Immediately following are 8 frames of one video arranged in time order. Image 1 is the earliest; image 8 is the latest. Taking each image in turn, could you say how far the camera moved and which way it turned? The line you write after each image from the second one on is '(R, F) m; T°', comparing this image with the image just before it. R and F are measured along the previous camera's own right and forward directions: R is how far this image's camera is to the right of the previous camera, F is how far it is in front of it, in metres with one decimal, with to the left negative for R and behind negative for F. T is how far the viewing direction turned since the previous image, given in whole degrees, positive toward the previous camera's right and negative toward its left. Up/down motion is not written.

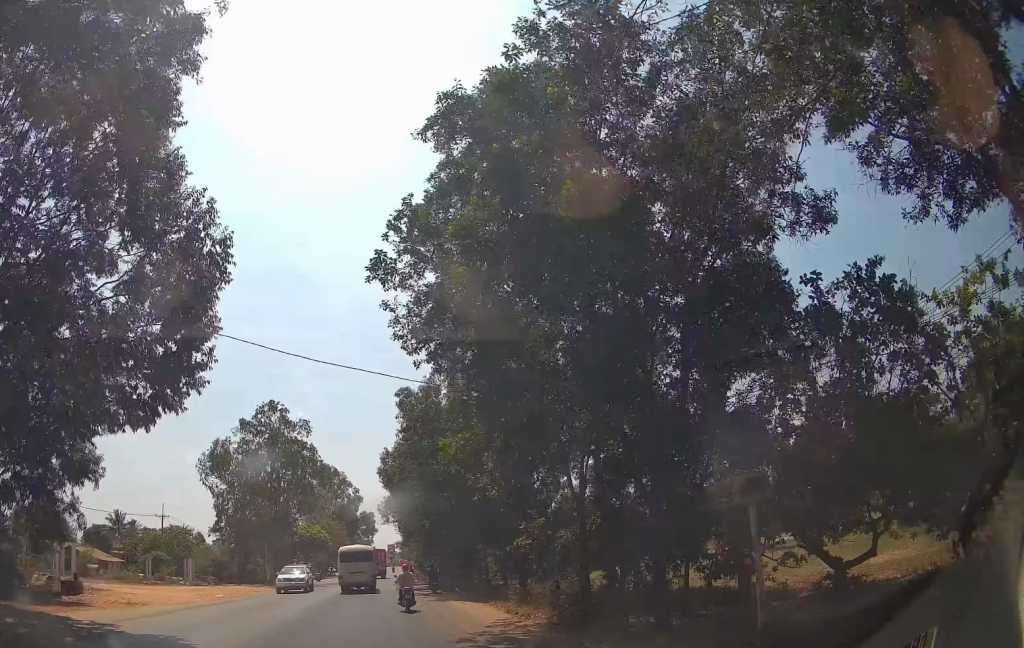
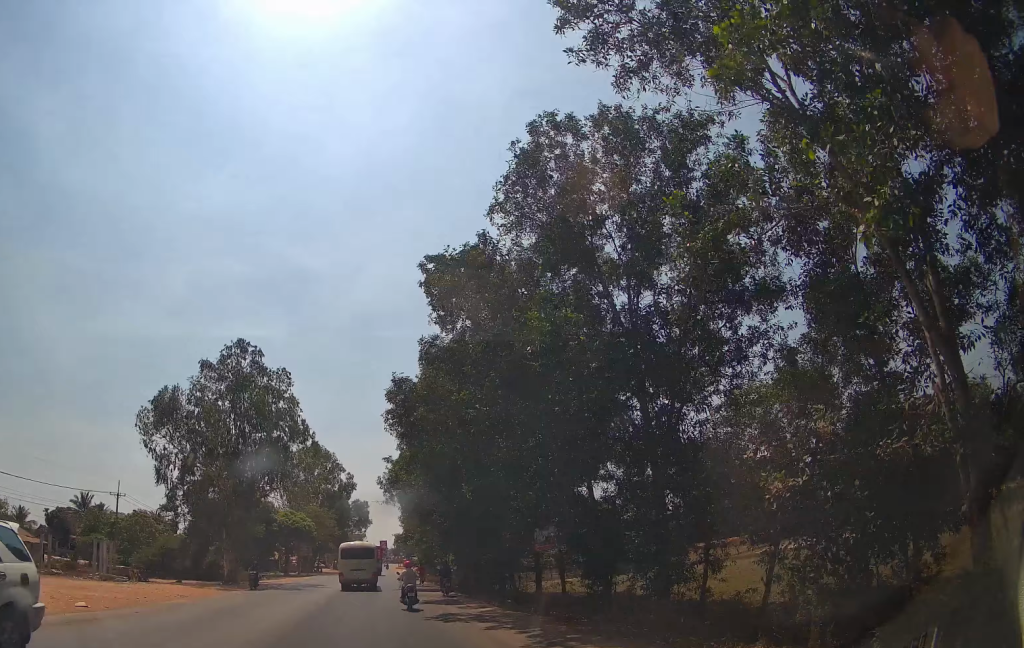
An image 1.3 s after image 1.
(0.0, +13.2) m; 0°
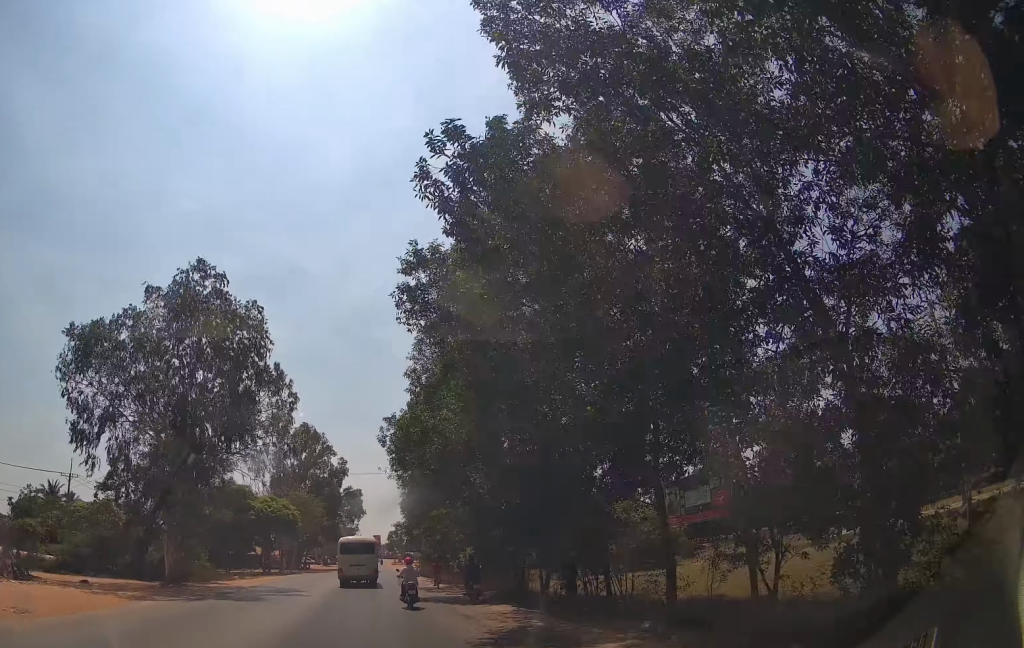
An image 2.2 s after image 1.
(+0.1, +10.7) m; +1°
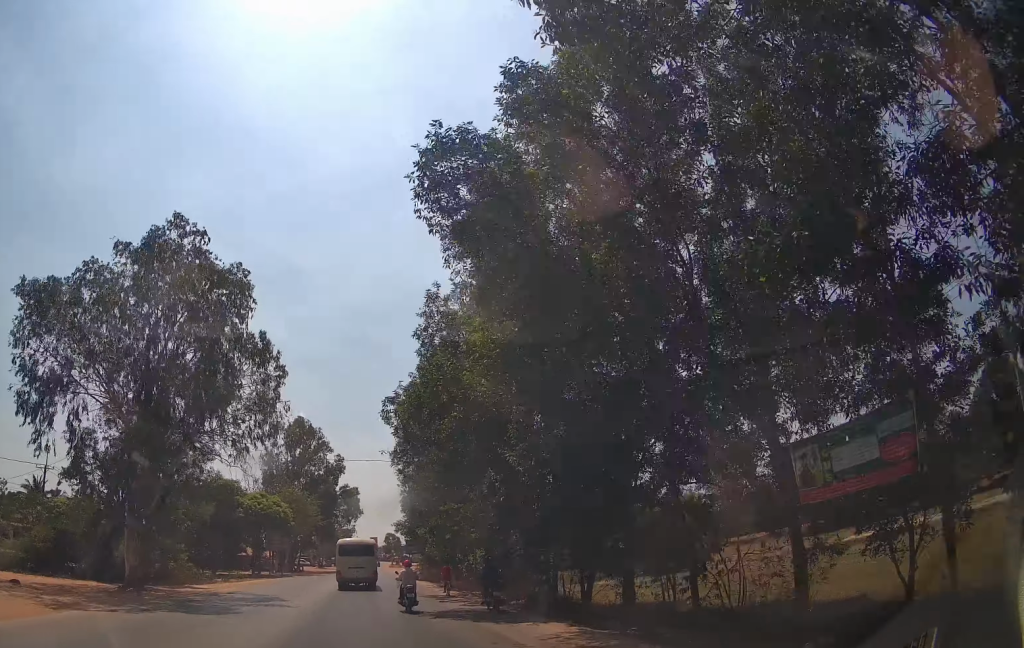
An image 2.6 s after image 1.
(0.0, +4.8) m; 0°
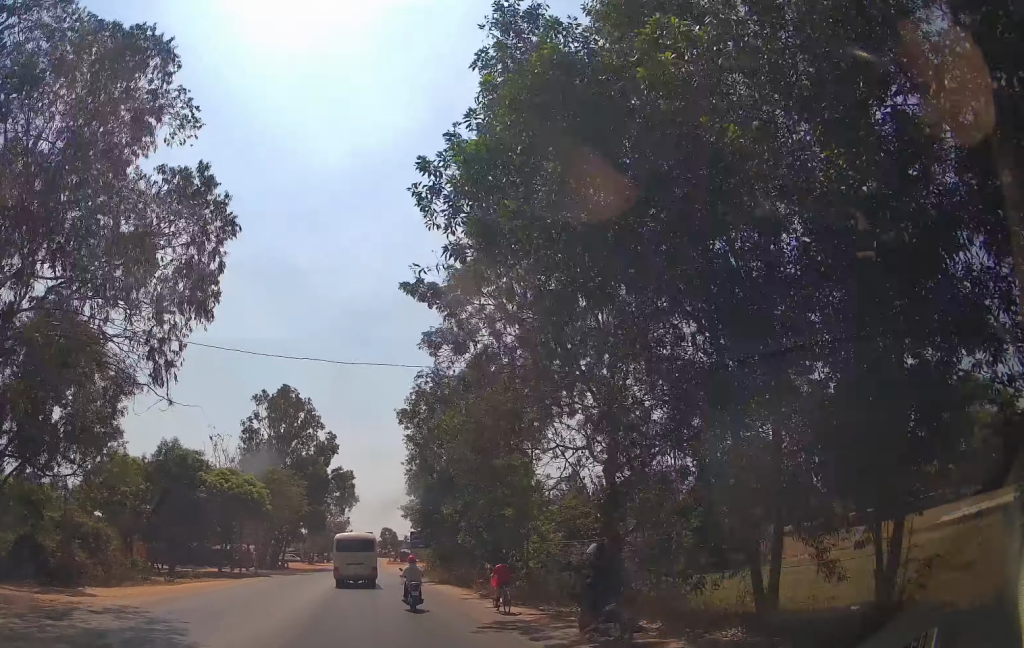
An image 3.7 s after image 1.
(+0.1, +13.1) m; +1°
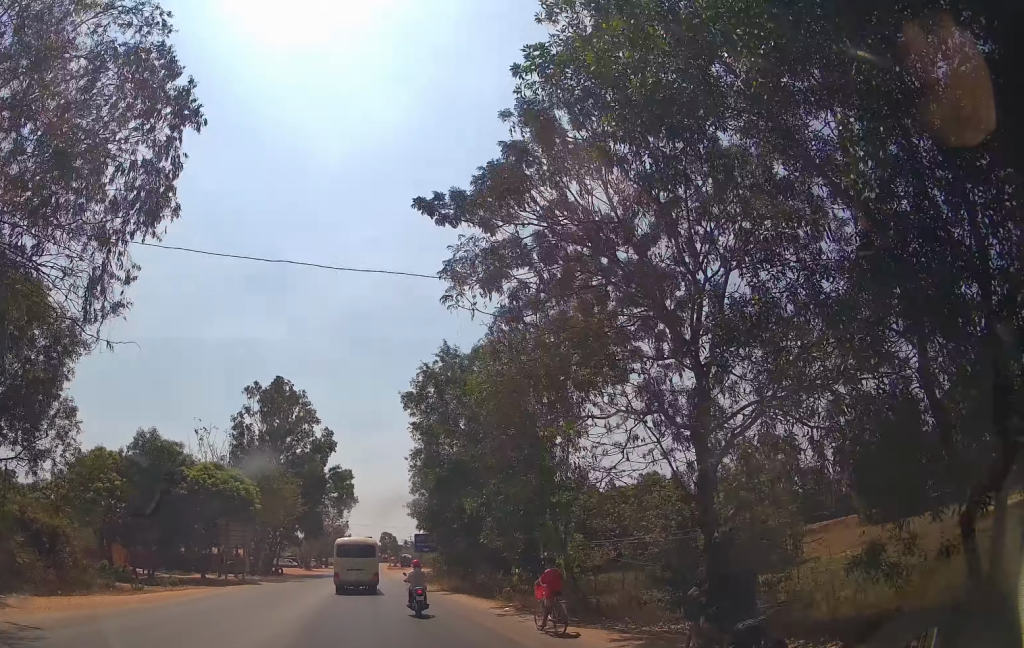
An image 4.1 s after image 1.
(0.0, +5.8) m; 0°
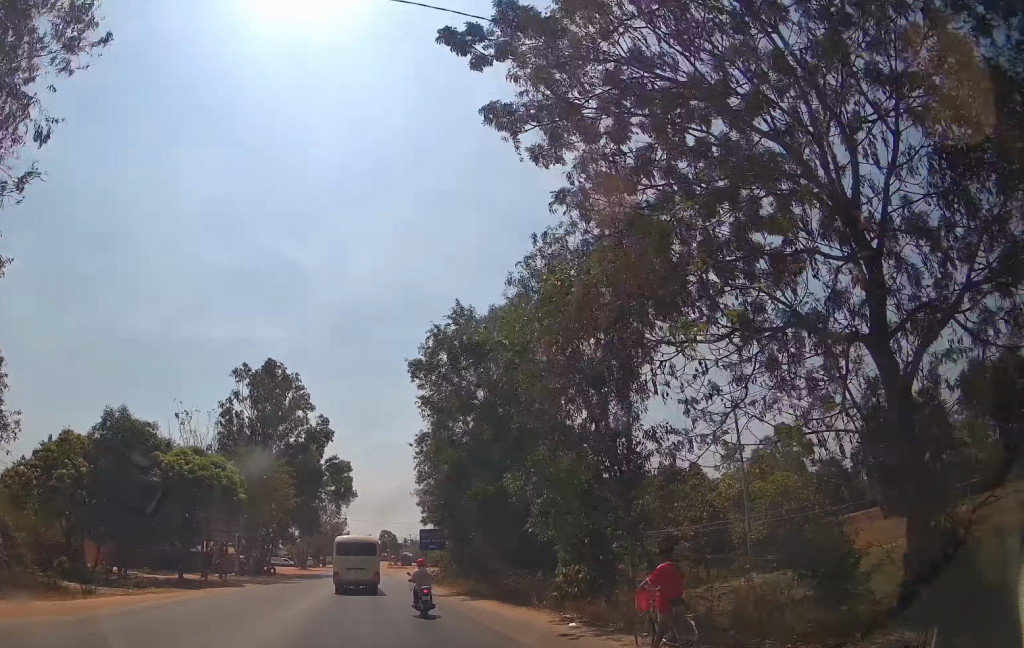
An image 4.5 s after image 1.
(0.0, +5.8) m; 0°
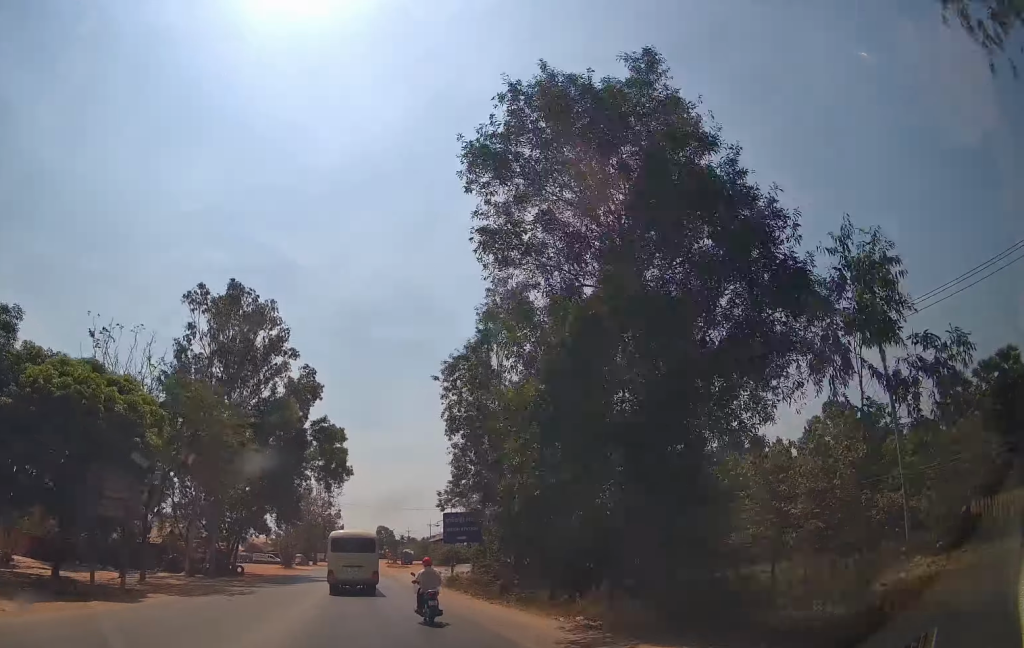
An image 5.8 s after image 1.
(+0.1, +18.4) m; 0°
